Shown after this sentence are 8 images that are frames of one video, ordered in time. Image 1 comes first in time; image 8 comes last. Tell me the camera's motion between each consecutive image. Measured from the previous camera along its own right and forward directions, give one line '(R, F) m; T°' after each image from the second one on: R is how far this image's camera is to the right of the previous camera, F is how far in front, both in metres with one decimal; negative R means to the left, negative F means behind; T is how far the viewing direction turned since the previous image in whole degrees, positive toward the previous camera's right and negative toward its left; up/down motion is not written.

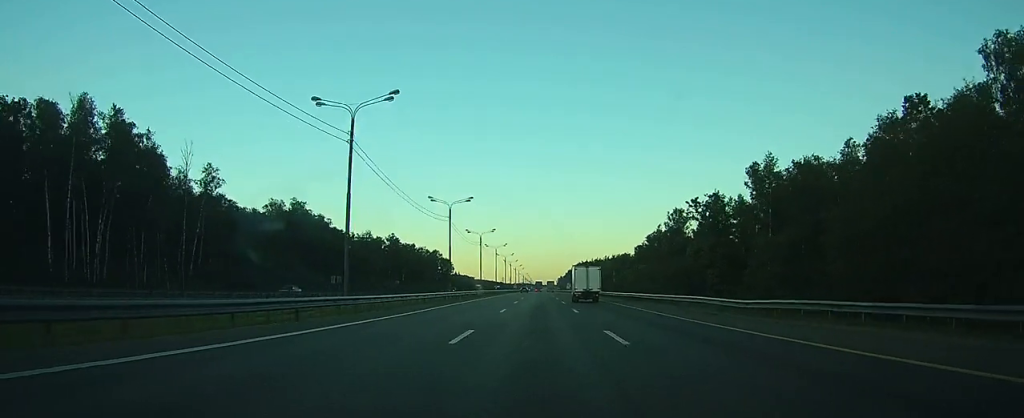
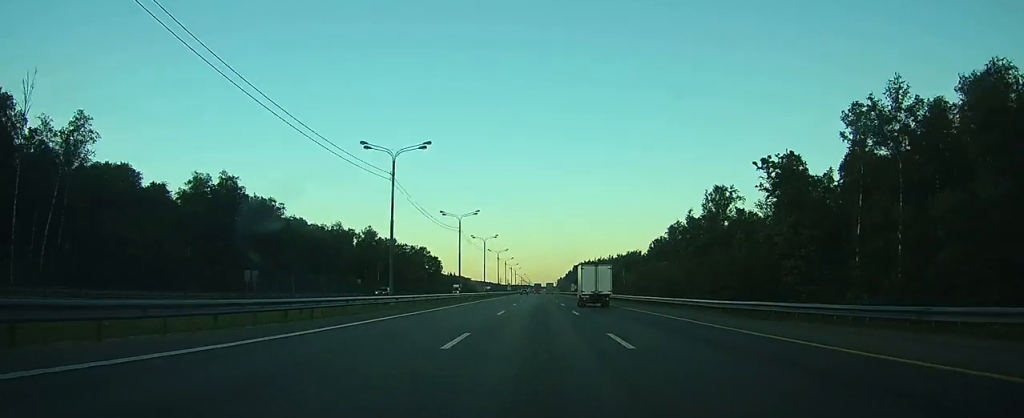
(-0.1, +33.0) m; 0°
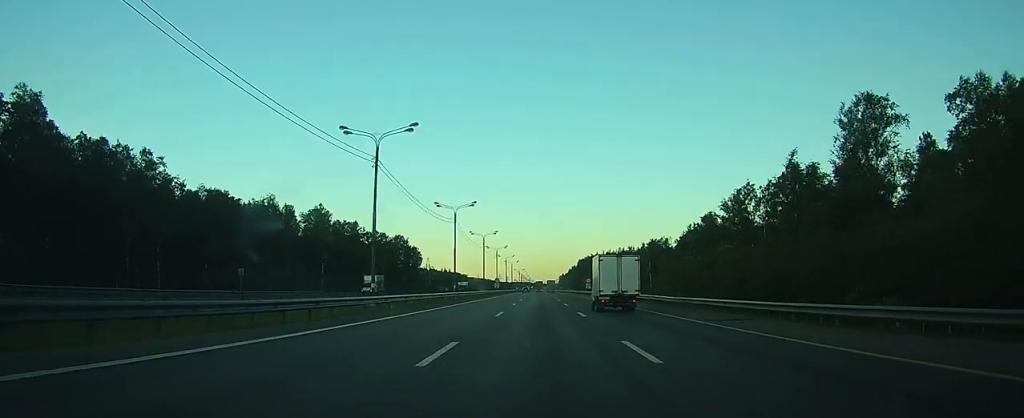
(0.0, +51.1) m; 0°
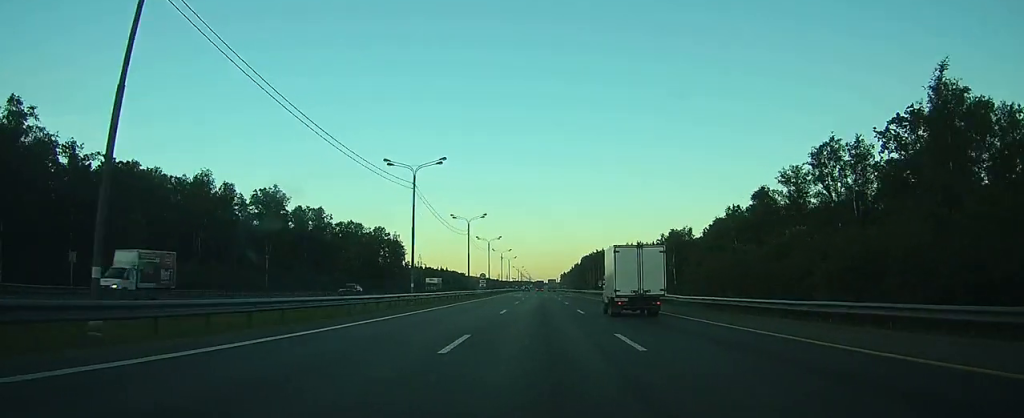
(+0.2, +30.7) m; 0°
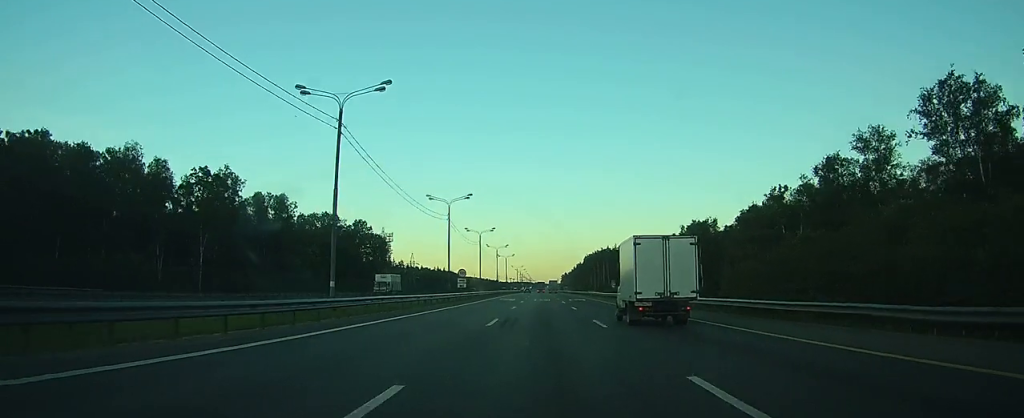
(0.0, +23.8) m; 0°
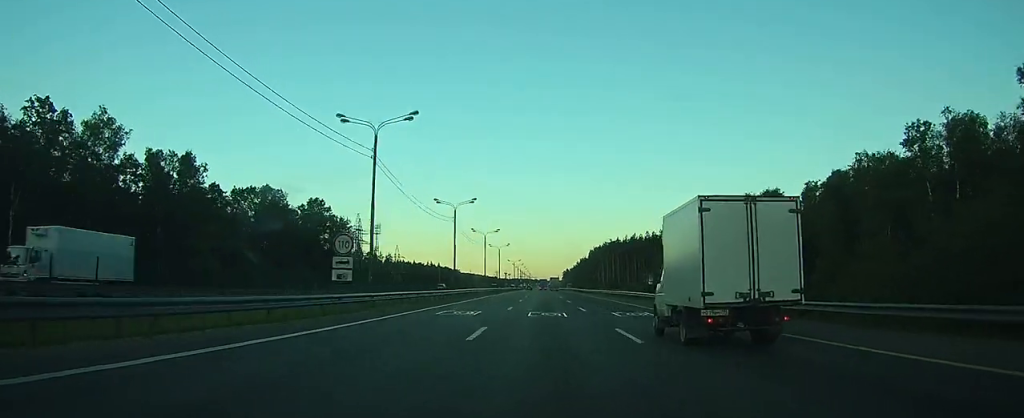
(-0.1, +38.5) m; 0°
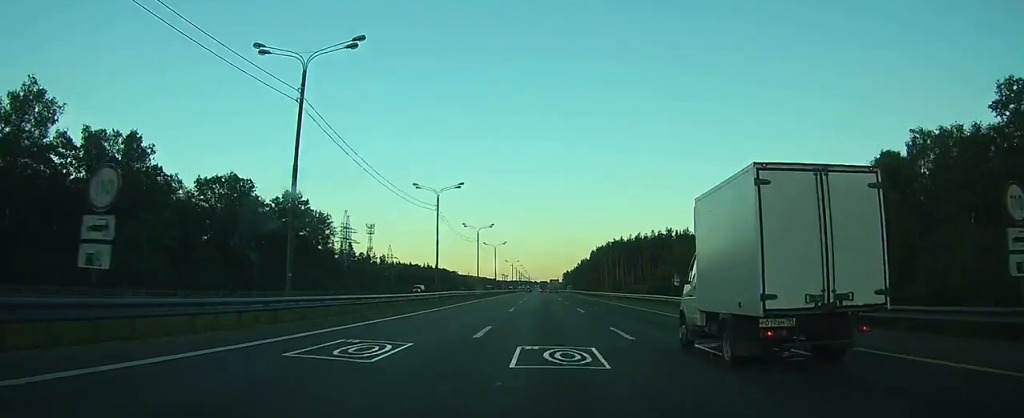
(0.0, +14.8) m; 0°
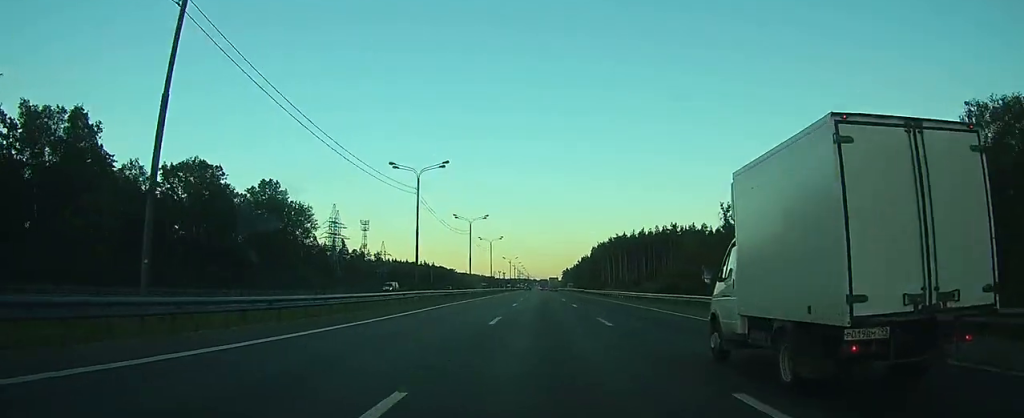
(0.0, +11.8) m; 0°
